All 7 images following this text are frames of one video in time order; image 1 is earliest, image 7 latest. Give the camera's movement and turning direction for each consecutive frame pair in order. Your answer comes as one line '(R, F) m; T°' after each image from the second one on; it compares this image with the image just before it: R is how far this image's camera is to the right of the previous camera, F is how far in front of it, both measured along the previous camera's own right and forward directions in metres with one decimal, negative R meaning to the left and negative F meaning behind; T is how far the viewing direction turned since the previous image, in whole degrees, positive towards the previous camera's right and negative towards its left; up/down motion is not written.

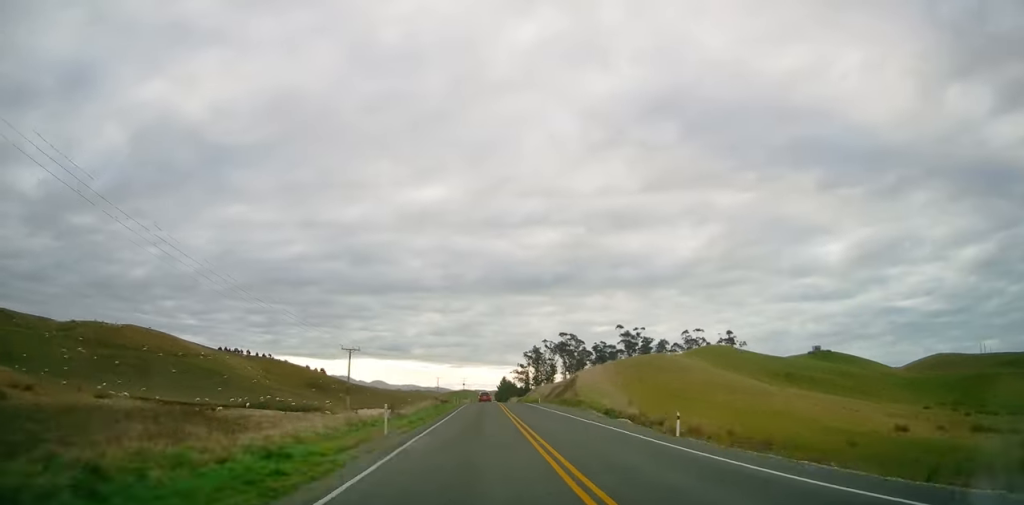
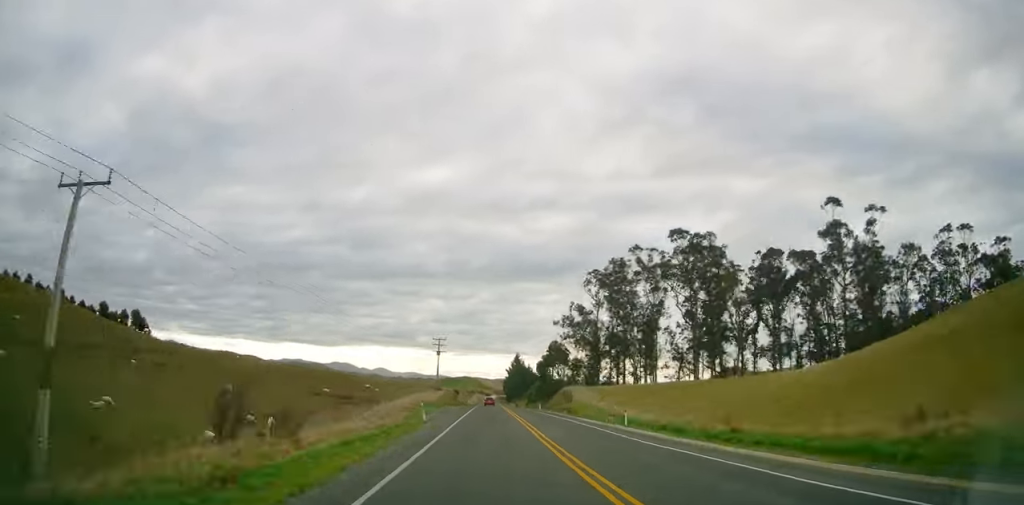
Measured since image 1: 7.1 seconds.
(-1.8, +150.1) m; -1°
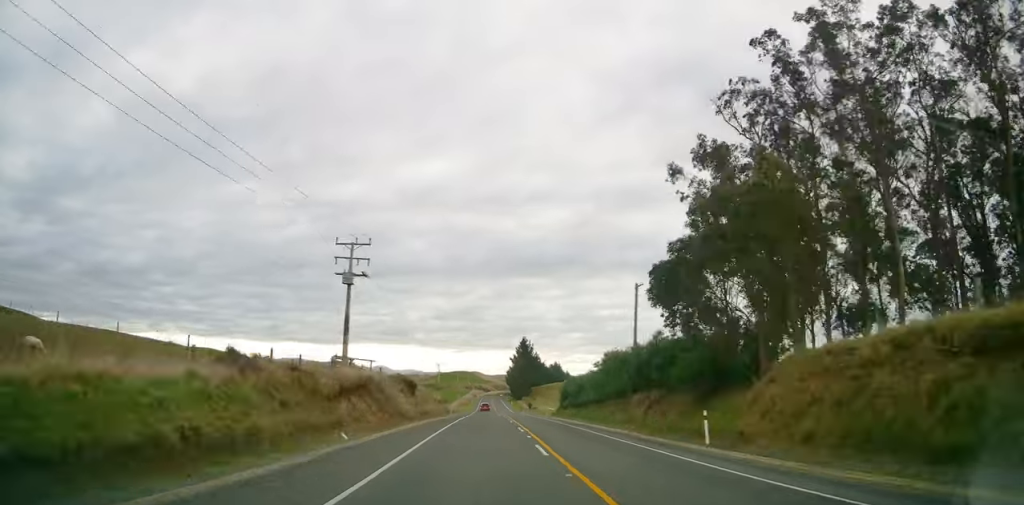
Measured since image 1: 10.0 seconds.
(+0.2, +64.7) m; 0°
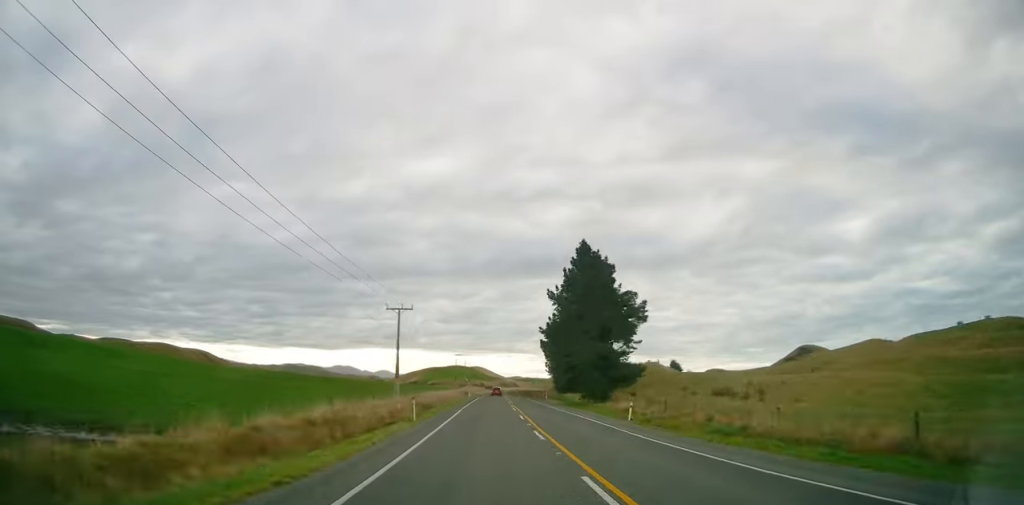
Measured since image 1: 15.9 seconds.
(+0.2, +132.9) m; +1°
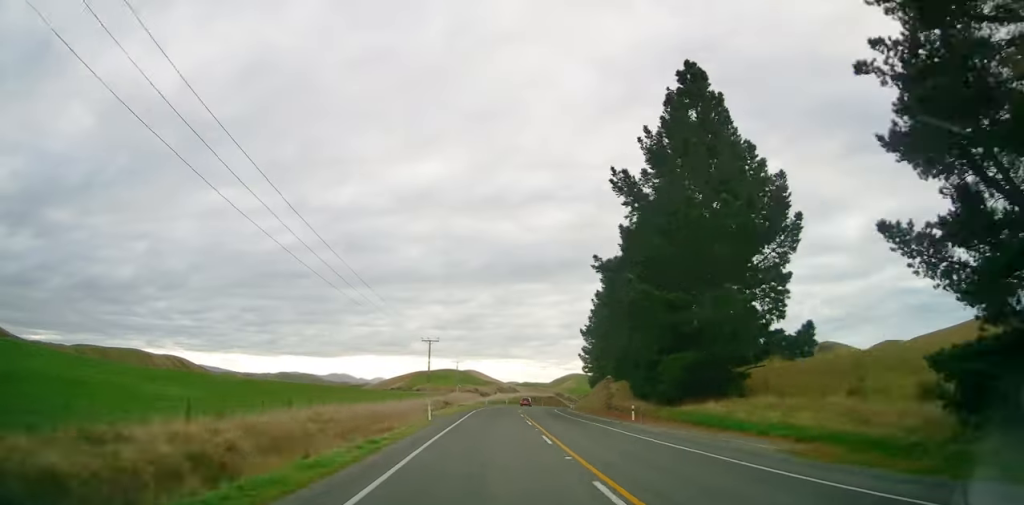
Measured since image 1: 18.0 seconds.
(+0.8, +48.7) m; +3°
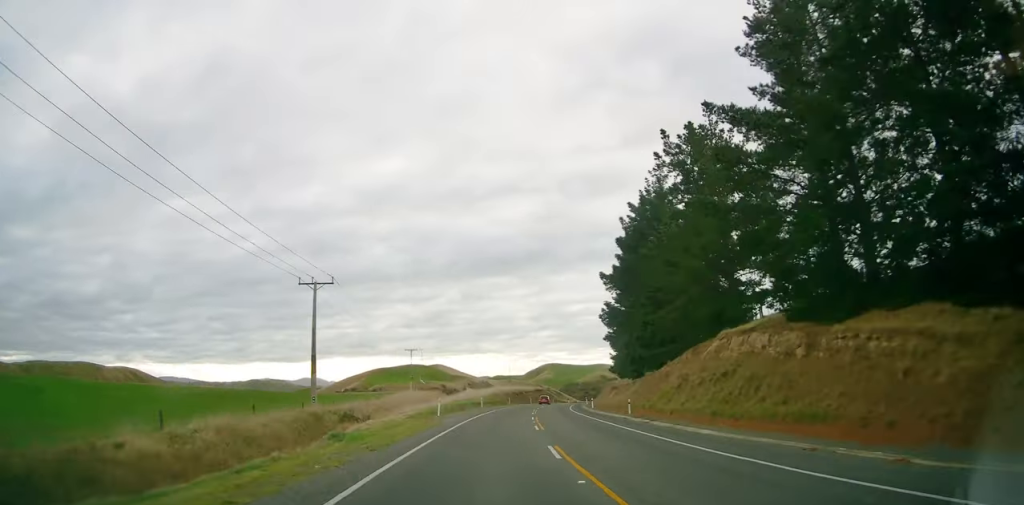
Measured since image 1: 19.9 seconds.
(-0.1, +42.7) m; +3°
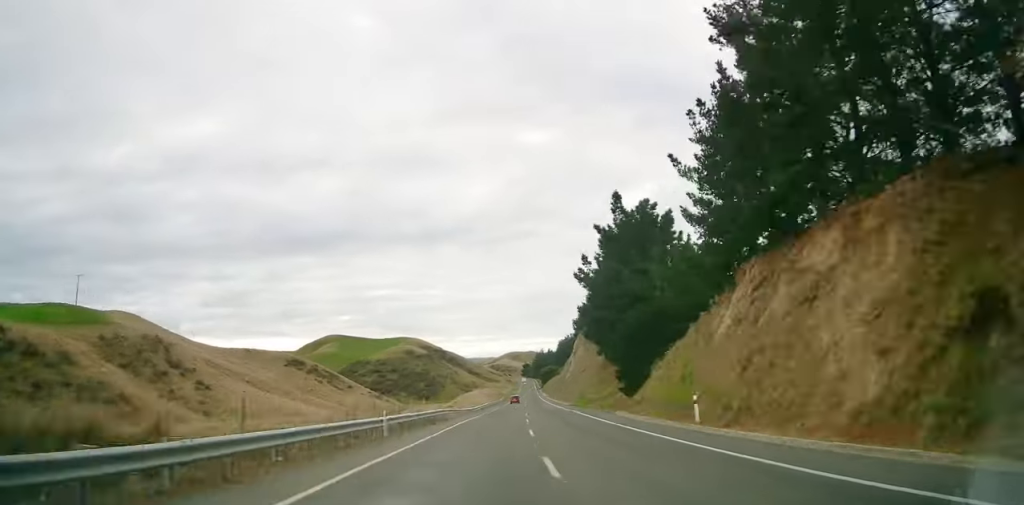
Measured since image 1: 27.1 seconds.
(+26.5, +165.4) m; +15°
